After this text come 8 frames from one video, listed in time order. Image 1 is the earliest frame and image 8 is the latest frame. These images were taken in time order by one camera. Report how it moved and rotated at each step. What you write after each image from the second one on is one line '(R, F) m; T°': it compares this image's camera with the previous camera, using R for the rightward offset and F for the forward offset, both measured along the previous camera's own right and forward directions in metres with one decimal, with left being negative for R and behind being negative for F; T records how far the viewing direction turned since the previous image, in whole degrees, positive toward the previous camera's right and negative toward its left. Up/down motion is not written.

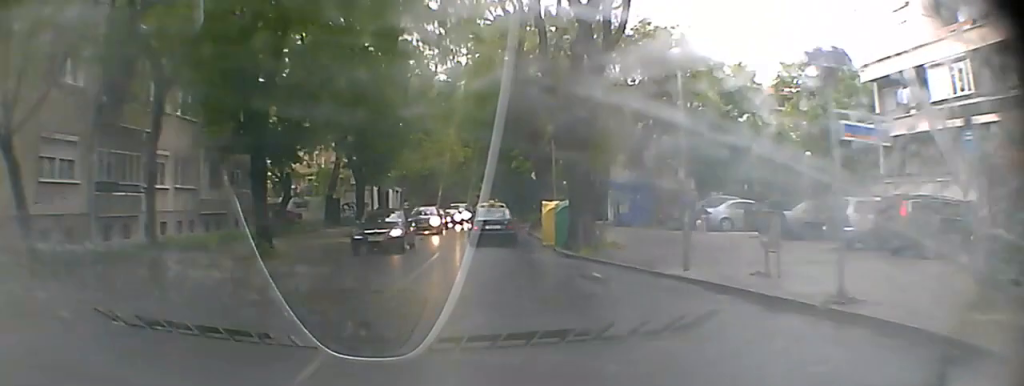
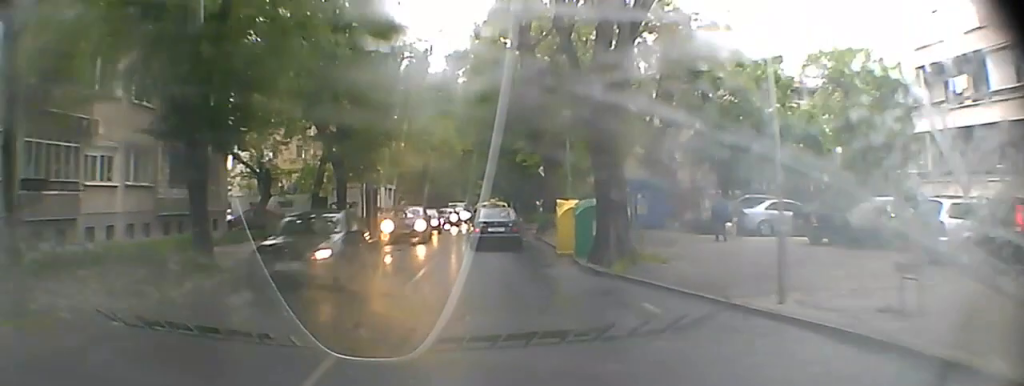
(+0.1, +3.8) m; +2°
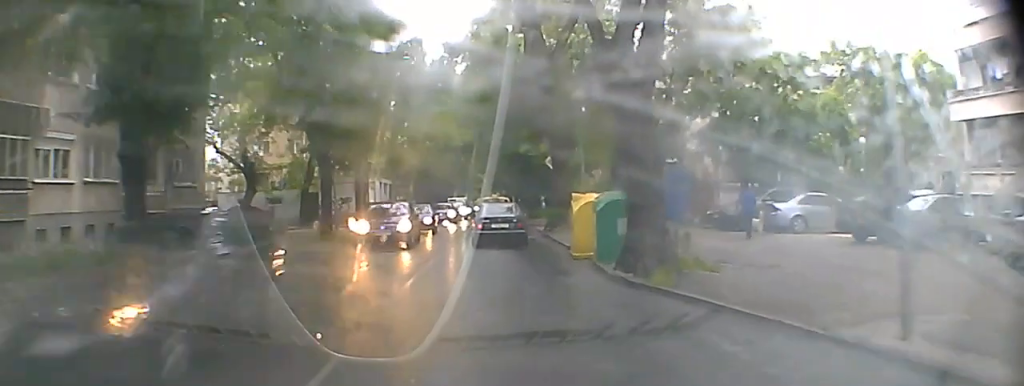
(0.0, +2.7) m; +1°
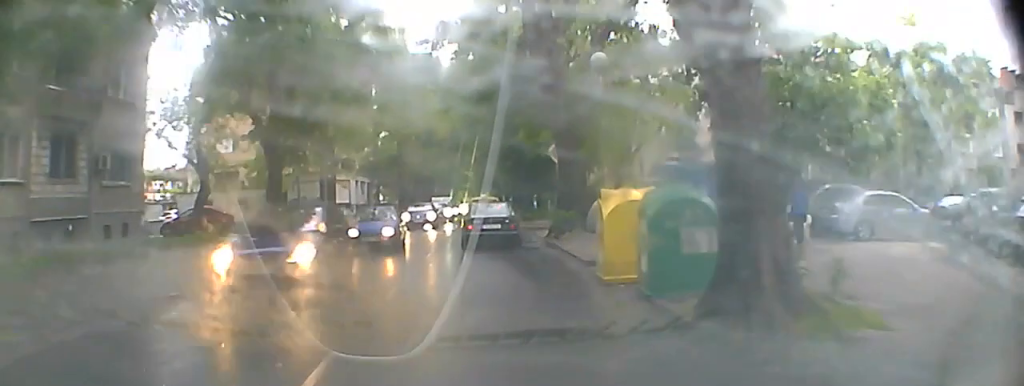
(+0.1, +4.7) m; +2°
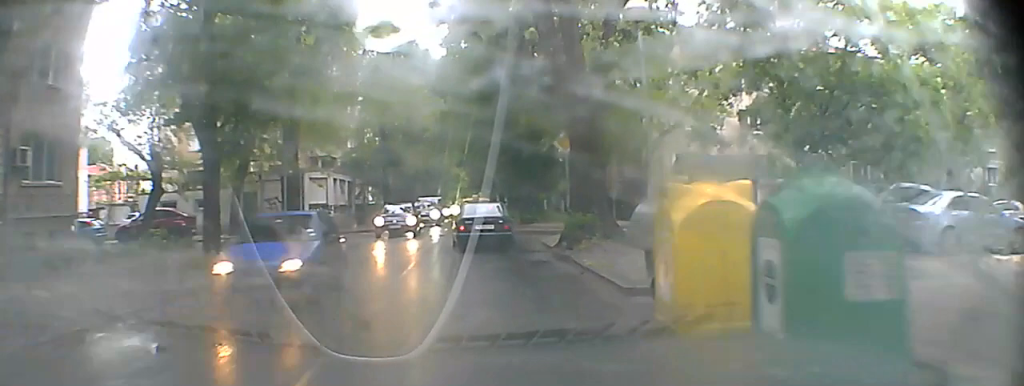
(+0.1, +3.6) m; +2°
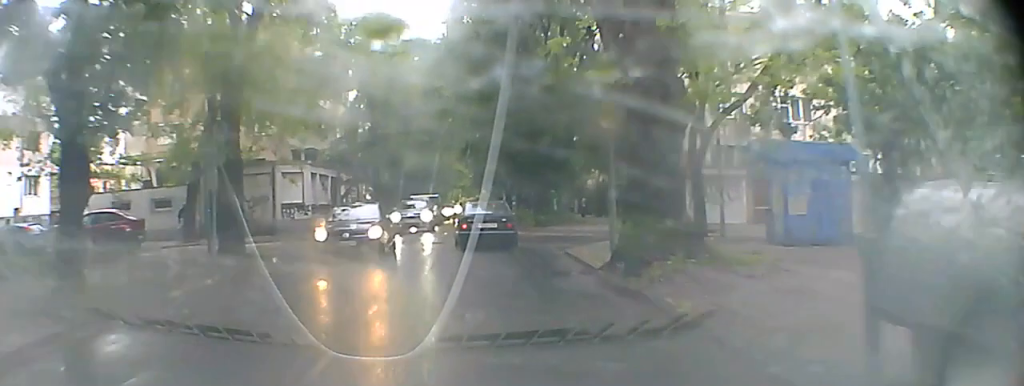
(+0.2, +5.9) m; +1°
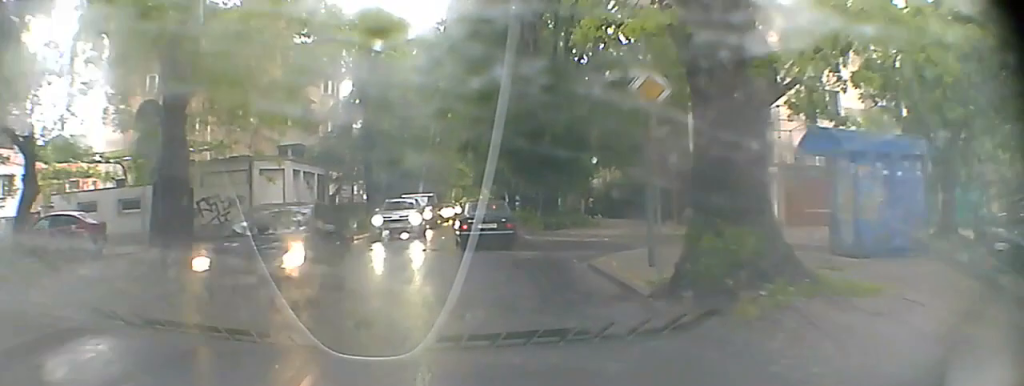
(-0.1, +3.8) m; -1°
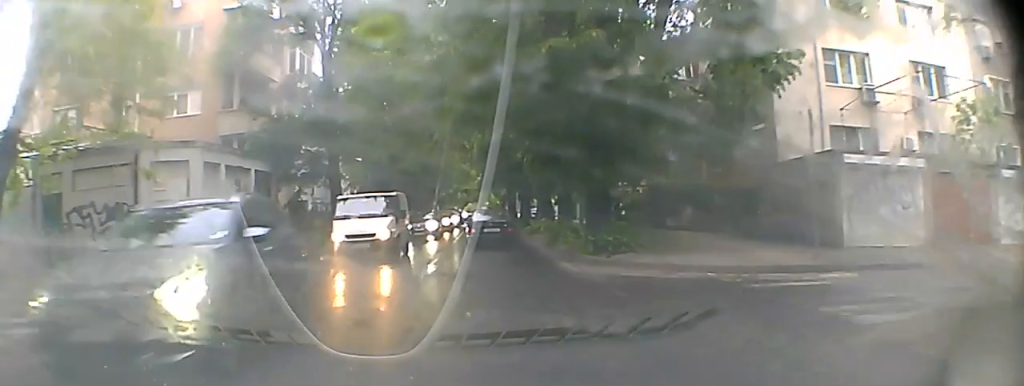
(-0.1, +11.9) m; 0°
